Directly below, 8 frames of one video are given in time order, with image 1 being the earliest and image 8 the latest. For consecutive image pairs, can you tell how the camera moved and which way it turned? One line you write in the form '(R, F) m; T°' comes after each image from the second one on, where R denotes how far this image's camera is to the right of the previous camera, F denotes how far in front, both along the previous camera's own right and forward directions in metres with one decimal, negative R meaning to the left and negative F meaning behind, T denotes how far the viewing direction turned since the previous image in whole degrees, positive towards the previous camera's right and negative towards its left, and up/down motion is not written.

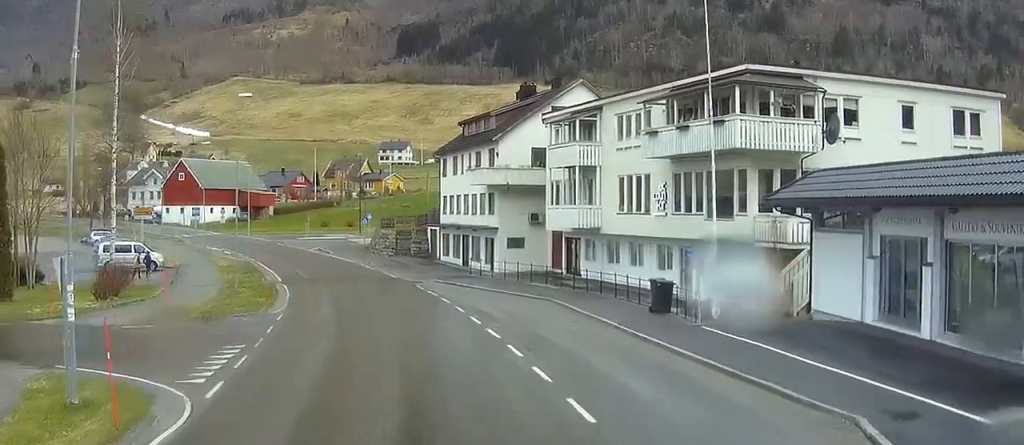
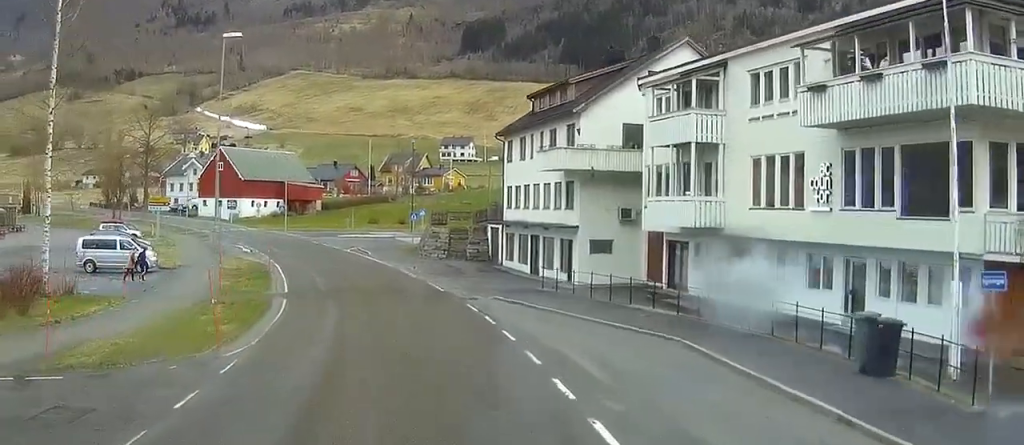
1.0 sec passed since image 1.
(-0.2, +14.2) m; -3°
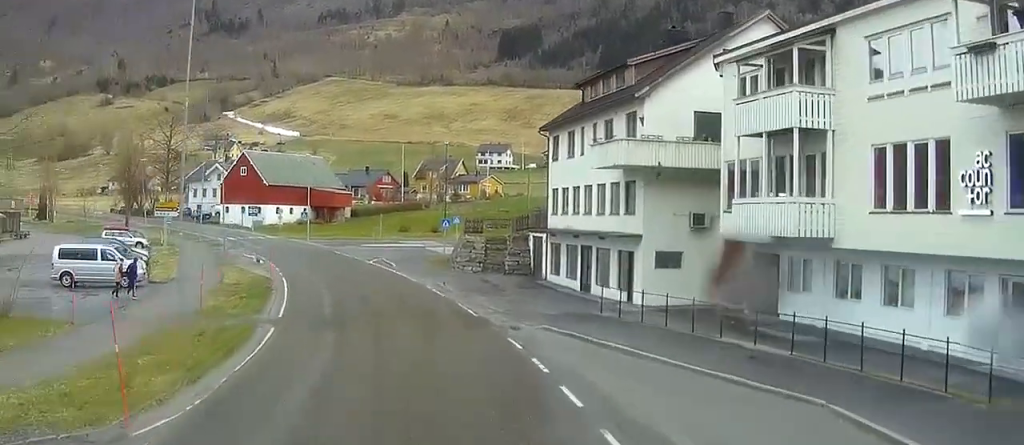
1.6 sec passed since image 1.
(-0.1, +8.6) m; -3°
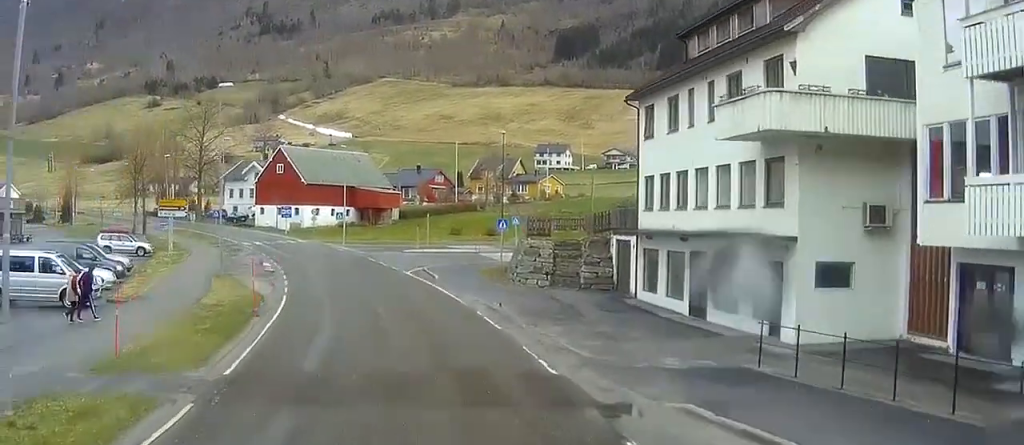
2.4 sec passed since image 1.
(-0.7, +14.4) m; -4°
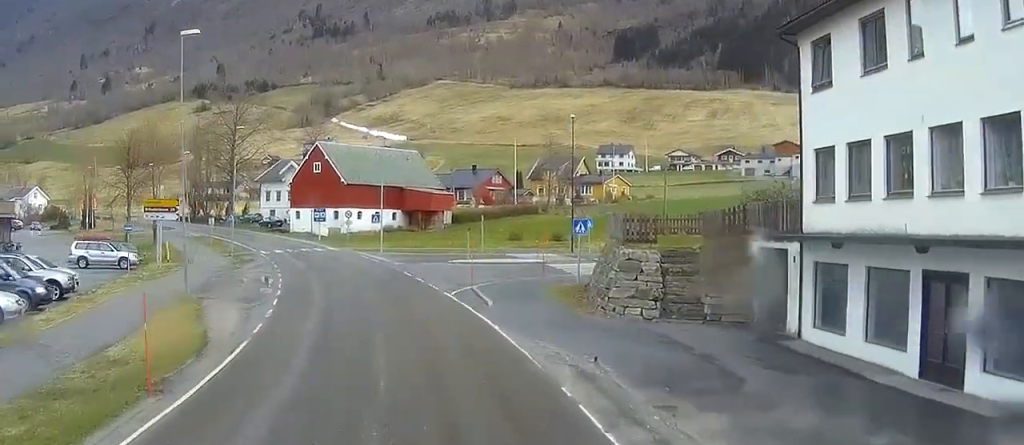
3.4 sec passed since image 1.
(-0.6, +16.1) m; -3°
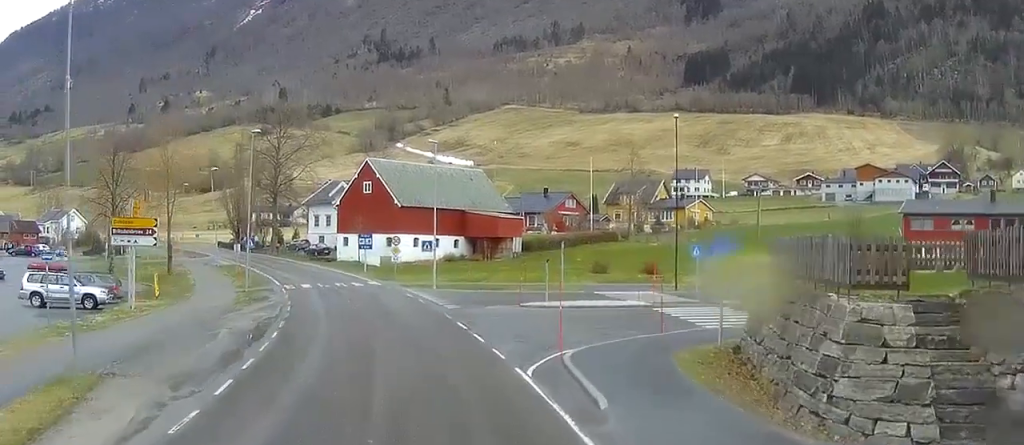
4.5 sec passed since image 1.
(-0.1, +15.2) m; -2°
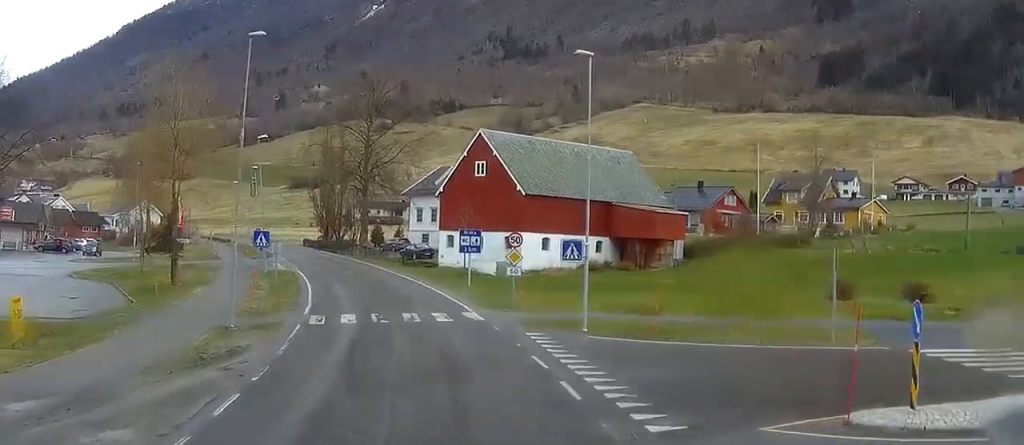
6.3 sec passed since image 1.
(-1.6, +26.1) m; -7°
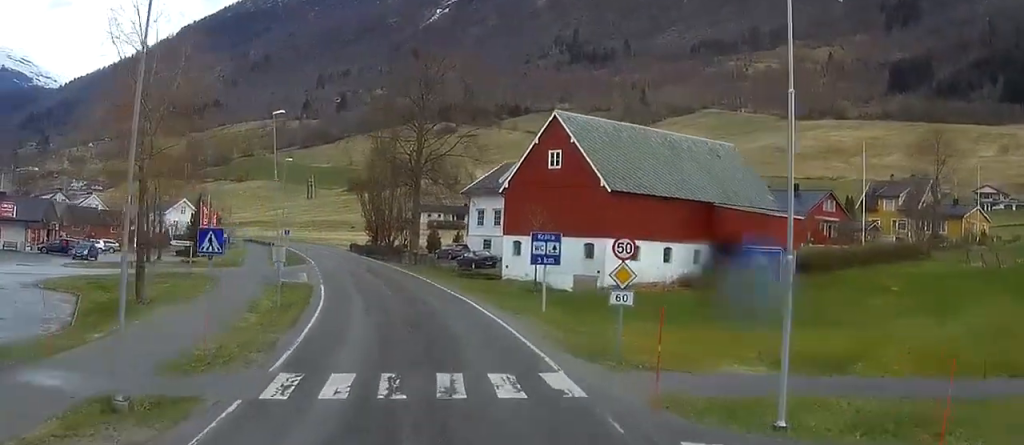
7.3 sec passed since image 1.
(-0.5, +14.3) m; -4°
